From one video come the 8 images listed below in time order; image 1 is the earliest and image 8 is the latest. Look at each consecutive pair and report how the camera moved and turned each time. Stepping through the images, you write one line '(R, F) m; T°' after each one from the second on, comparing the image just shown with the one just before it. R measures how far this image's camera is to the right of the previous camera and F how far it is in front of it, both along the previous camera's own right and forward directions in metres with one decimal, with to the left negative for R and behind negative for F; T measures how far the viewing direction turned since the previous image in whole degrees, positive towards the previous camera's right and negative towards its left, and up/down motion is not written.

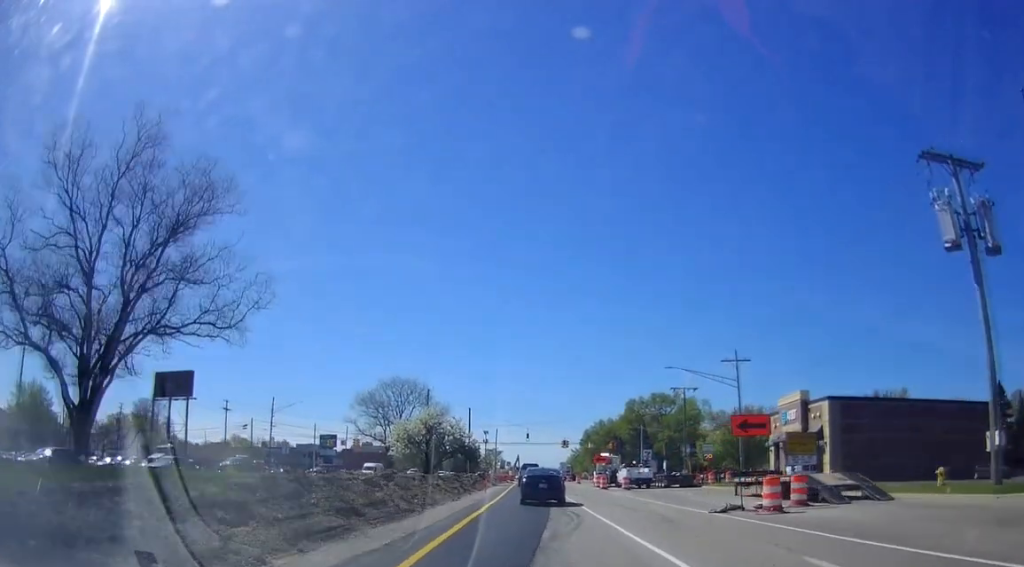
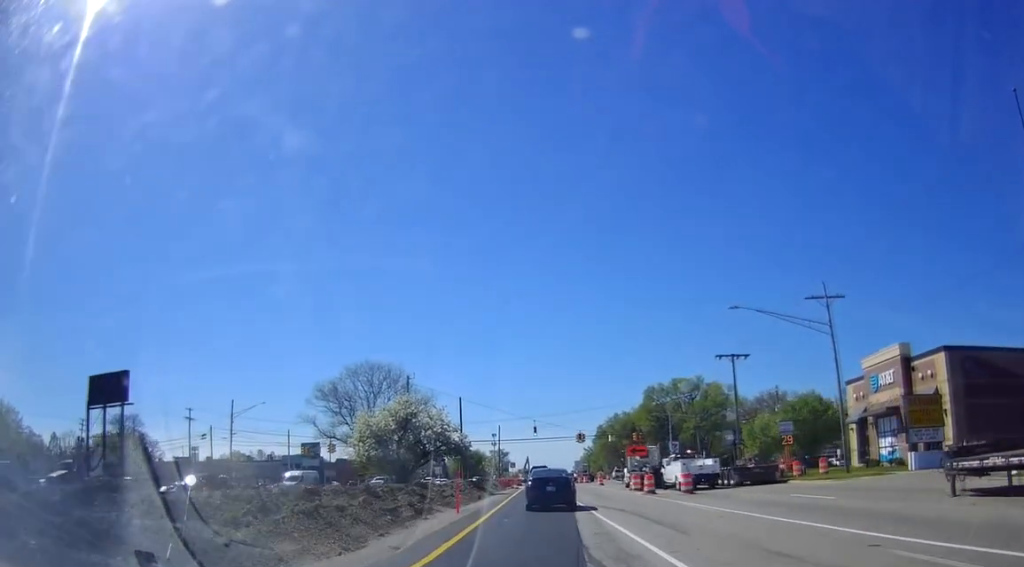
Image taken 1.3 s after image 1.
(+0.2, +17.4) m; +4°
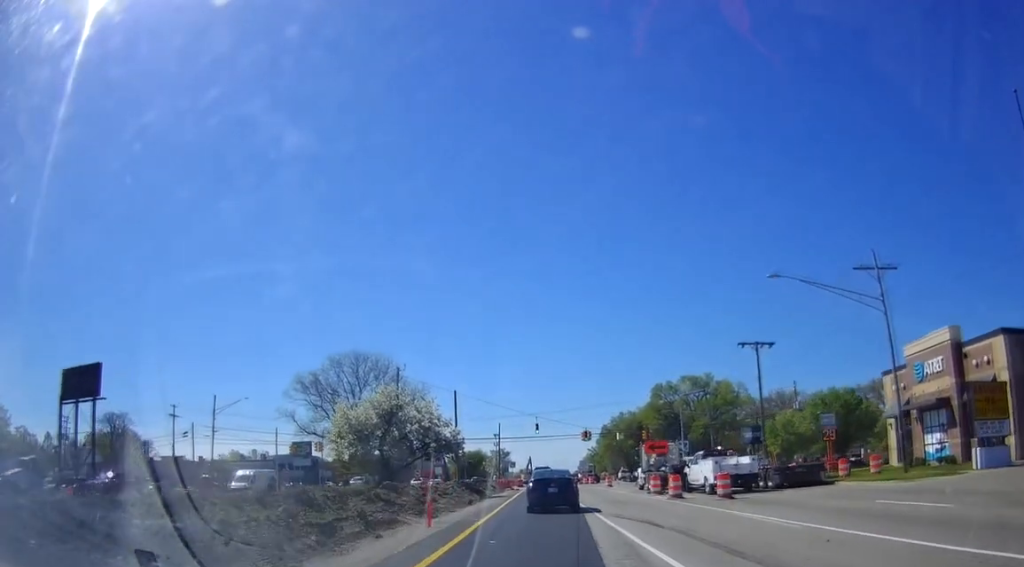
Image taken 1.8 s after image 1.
(+0.5, +6.2) m; +2°
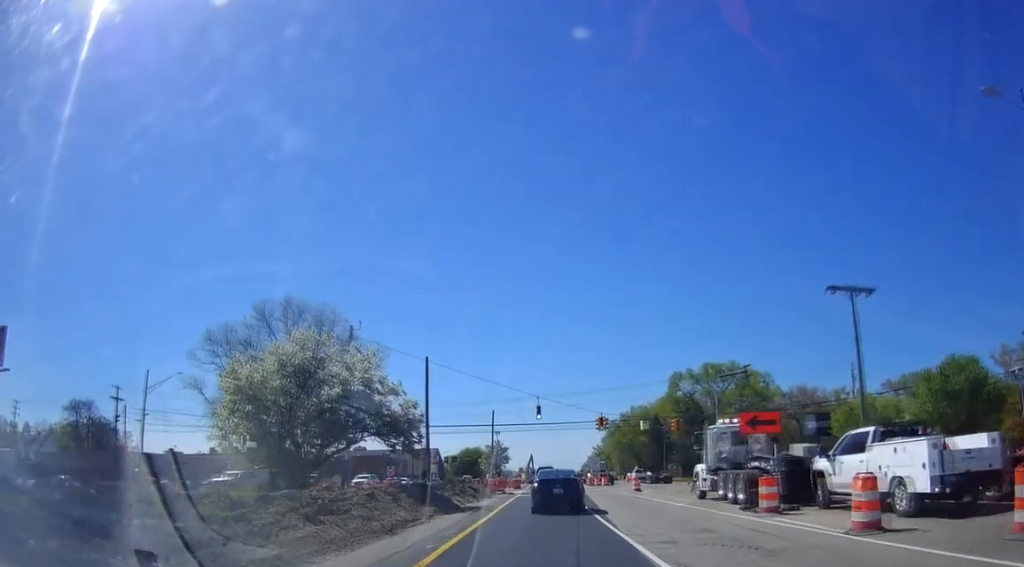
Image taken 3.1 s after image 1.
(-0.9, +16.8) m; -5°
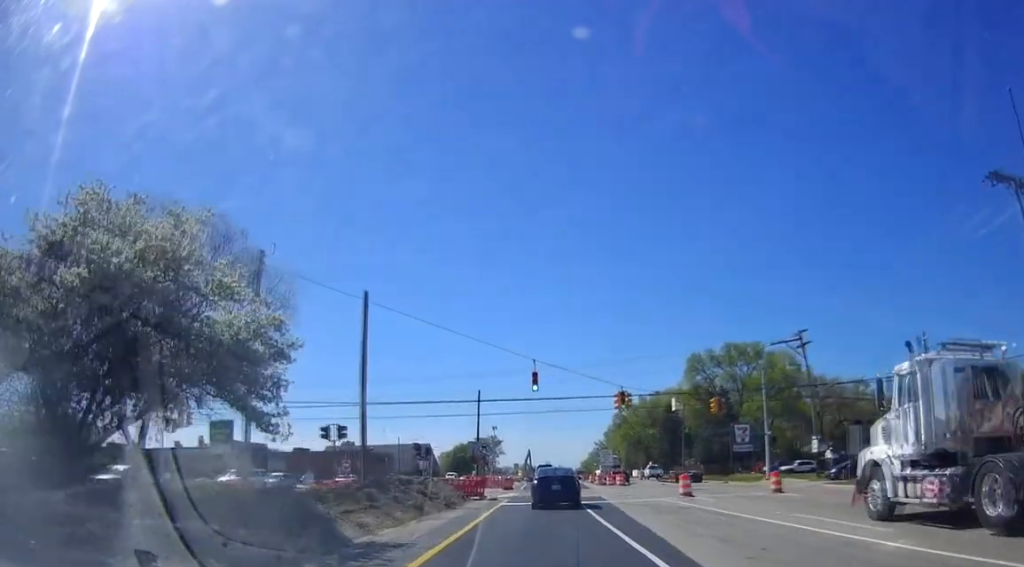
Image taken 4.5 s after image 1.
(-0.8, +15.9) m; -3°
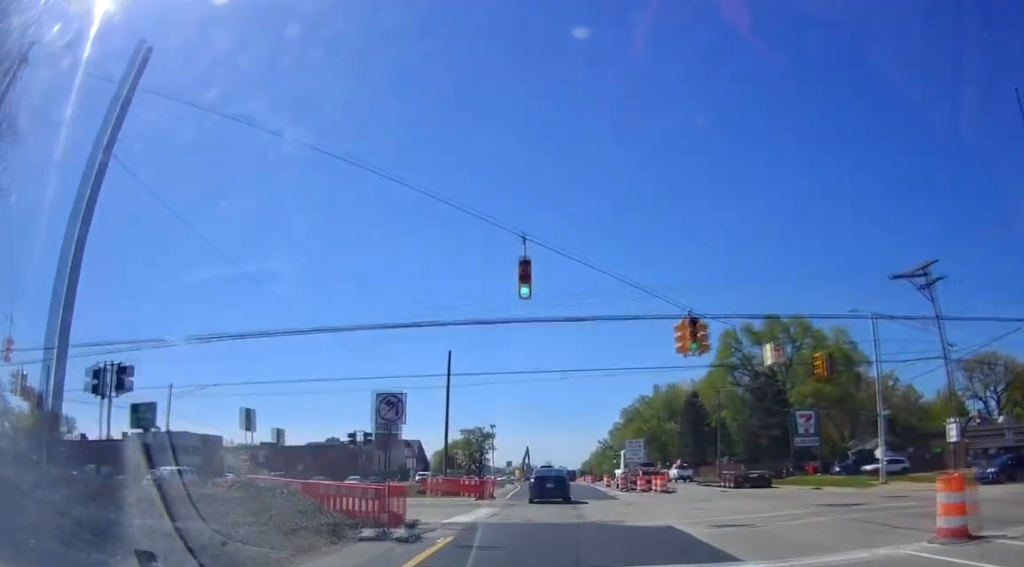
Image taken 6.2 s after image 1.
(+0.9, +20.4) m; +4°
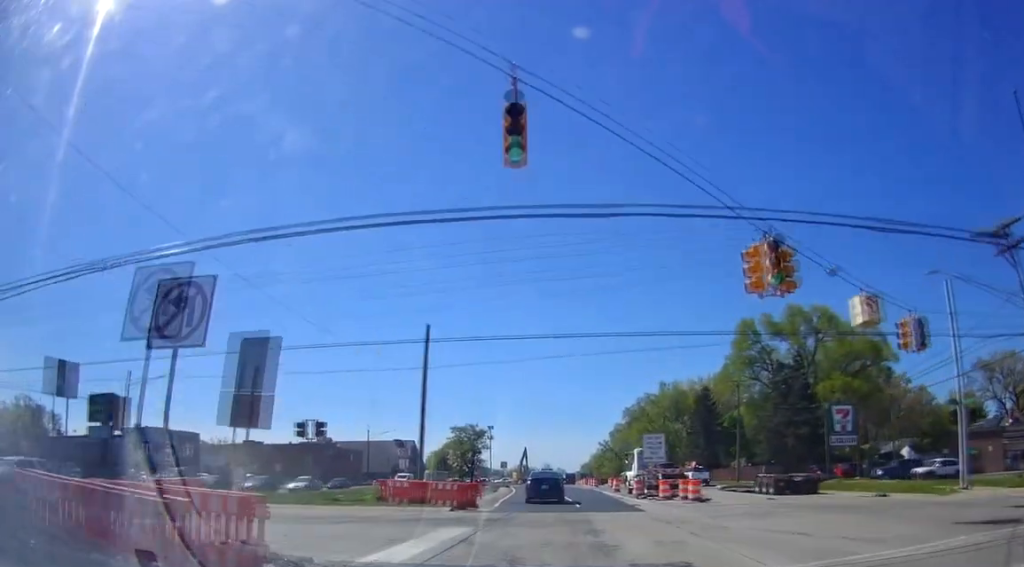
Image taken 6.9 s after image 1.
(0.0, +8.2) m; 0°
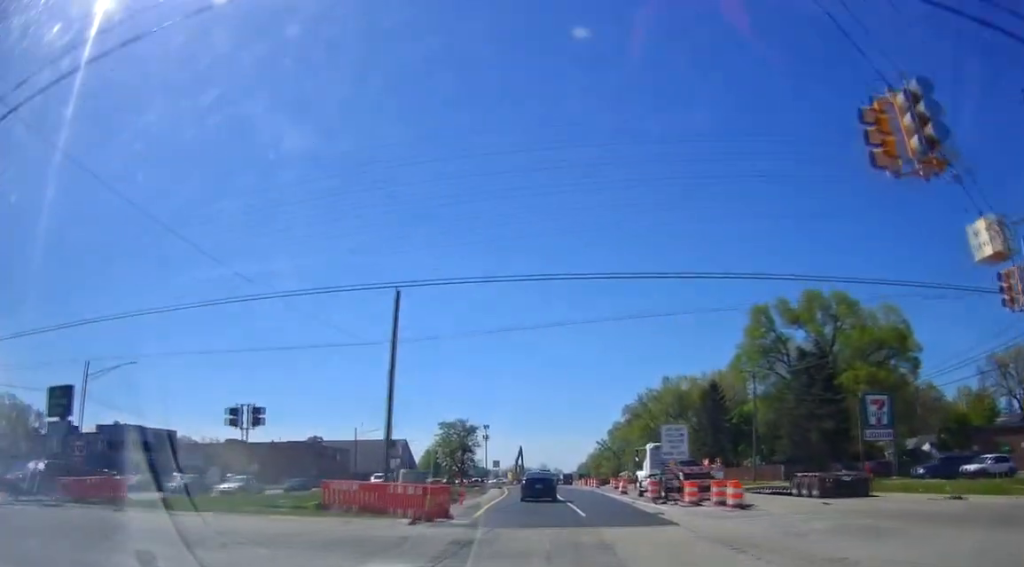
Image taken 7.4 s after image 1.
(0.0, +6.7) m; -1°
